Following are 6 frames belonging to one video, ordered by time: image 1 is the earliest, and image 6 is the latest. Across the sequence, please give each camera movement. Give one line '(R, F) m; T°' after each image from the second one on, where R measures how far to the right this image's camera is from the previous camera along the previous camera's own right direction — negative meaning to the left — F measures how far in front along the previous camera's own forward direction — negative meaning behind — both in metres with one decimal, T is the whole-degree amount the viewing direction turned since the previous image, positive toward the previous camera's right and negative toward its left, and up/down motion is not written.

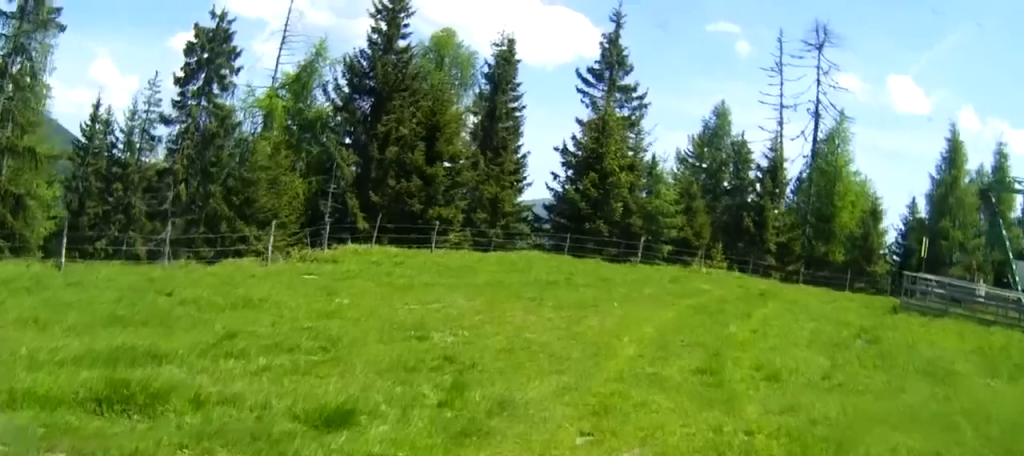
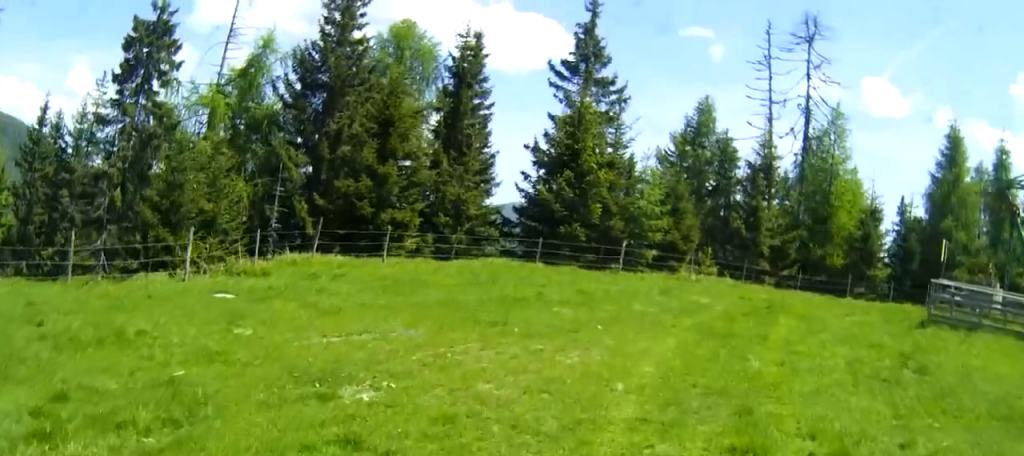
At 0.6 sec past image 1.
(0.0, +3.3) m; +6°
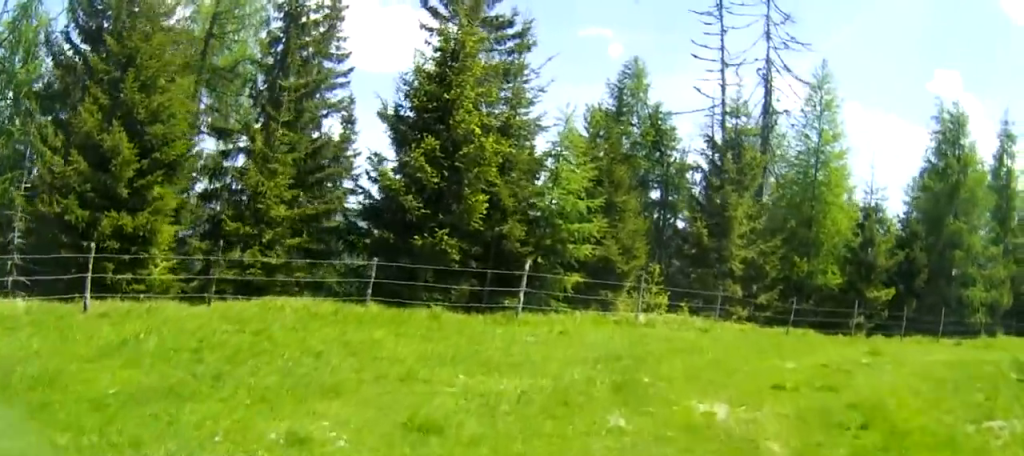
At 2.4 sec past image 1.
(+3.1, +8.8) m; +41°
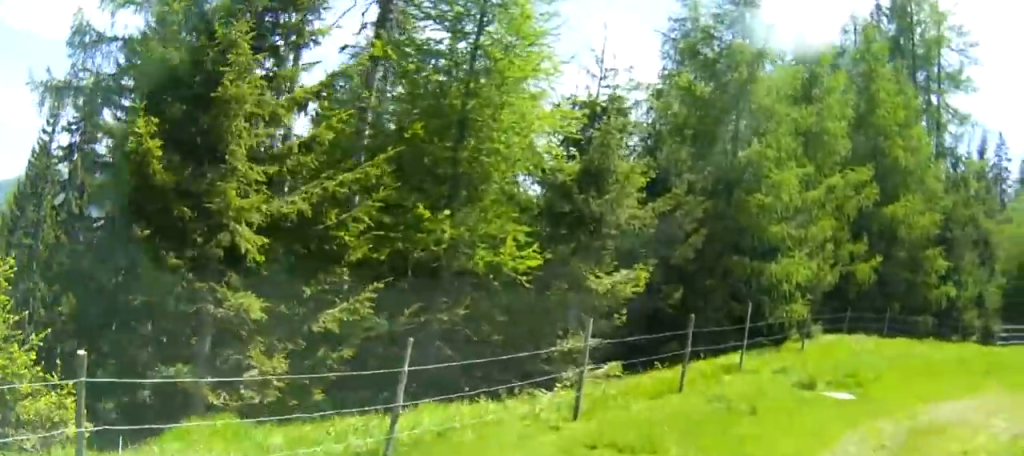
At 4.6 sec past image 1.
(+1.0, +13.4) m; +4°
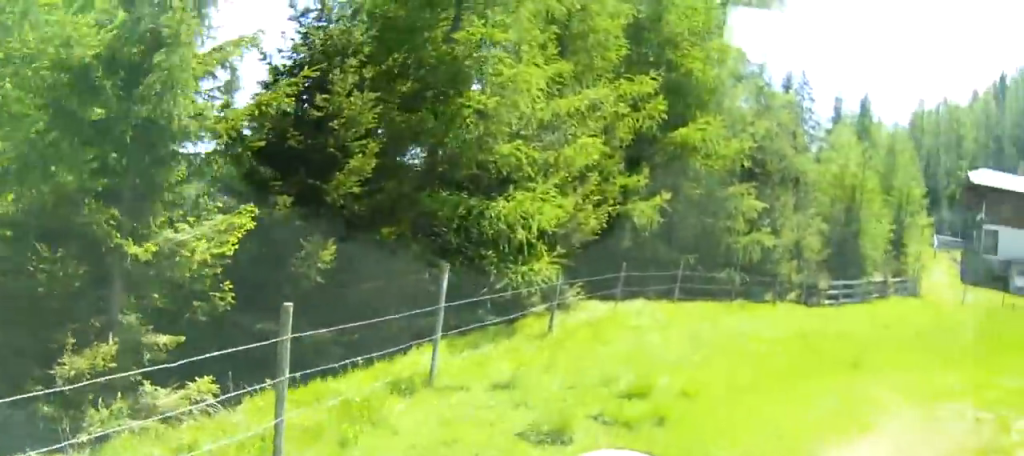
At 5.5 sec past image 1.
(0.0, +5.7) m; +1°
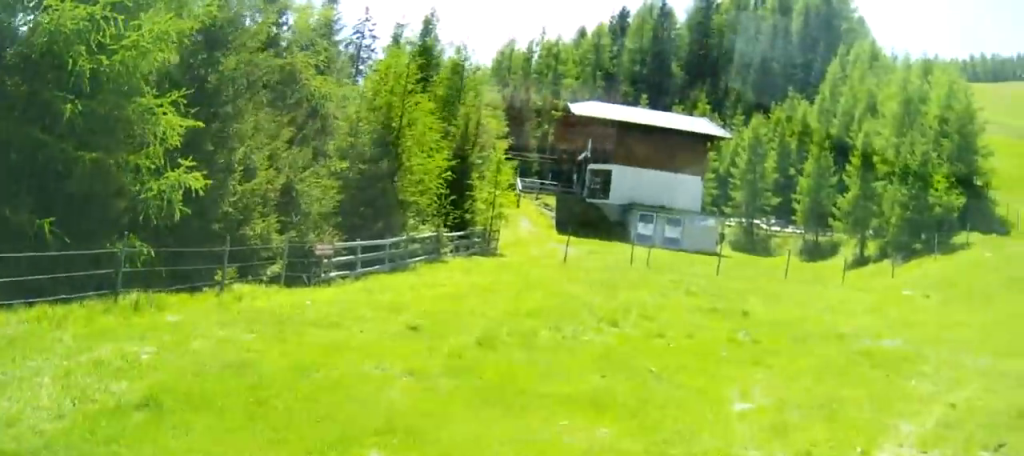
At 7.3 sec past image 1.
(+0.6, +8.6) m; +40°
